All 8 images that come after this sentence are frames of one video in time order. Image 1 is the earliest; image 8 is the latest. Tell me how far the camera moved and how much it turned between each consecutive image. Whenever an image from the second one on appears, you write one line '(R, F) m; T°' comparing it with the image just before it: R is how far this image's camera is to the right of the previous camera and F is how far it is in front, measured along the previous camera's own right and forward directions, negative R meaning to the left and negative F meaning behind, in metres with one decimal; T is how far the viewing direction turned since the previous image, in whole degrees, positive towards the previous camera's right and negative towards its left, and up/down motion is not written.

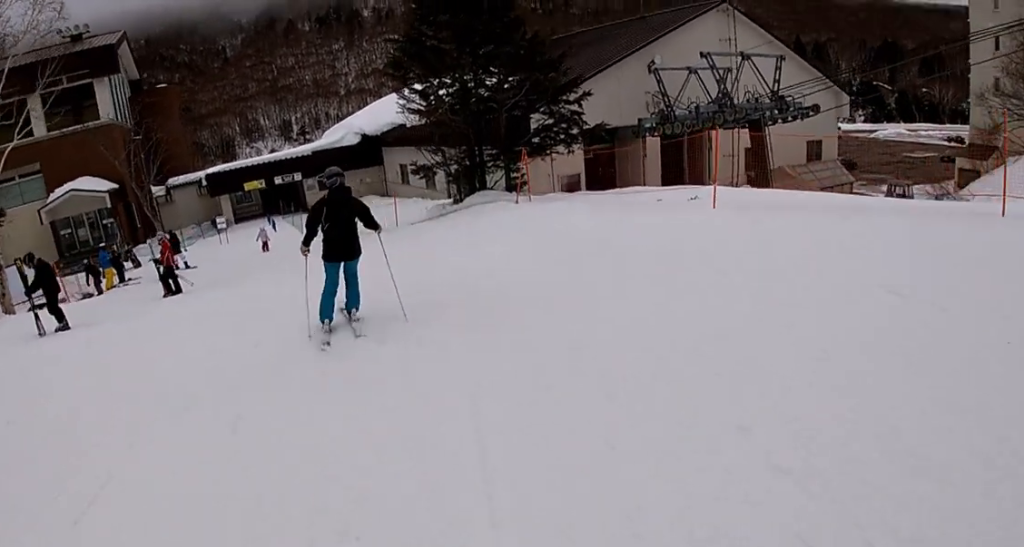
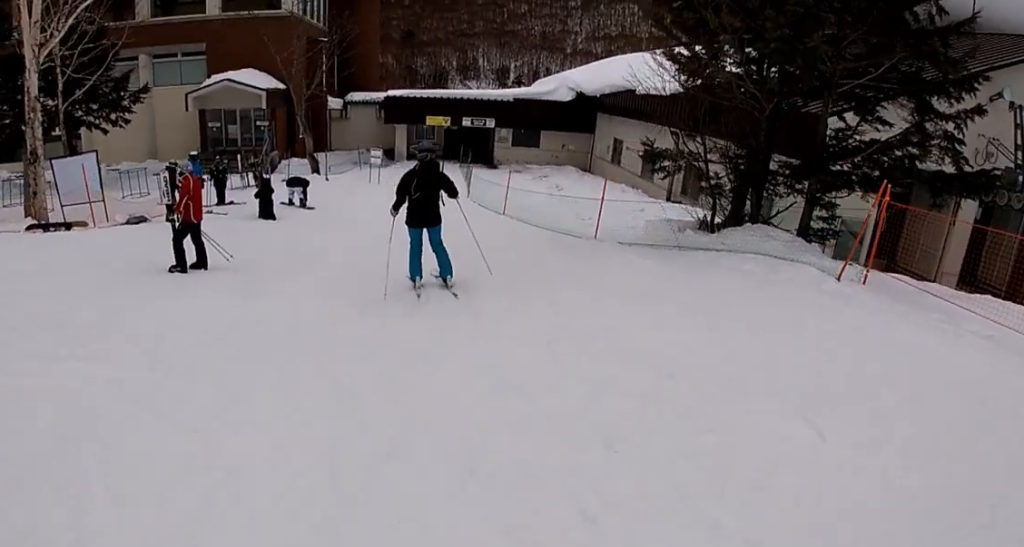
(-0.8, +7.3) m; -19°
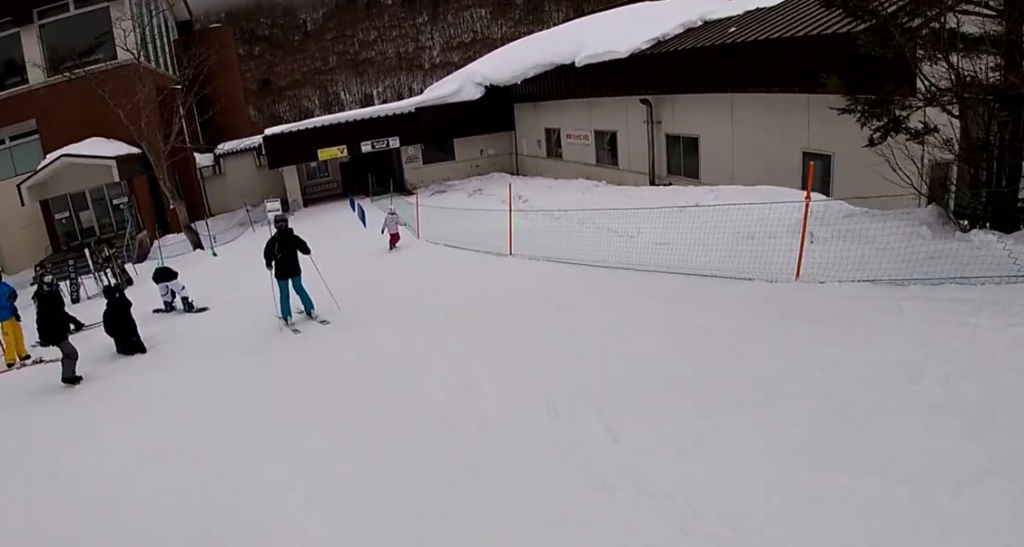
(+0.8, +7.3) m; +6°
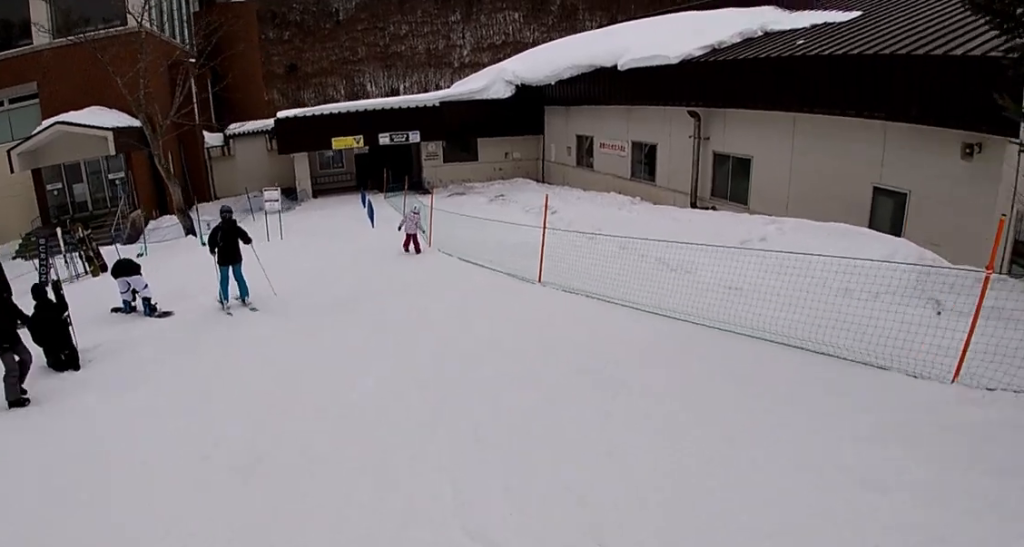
(+0.1, +2.0) m; -1°
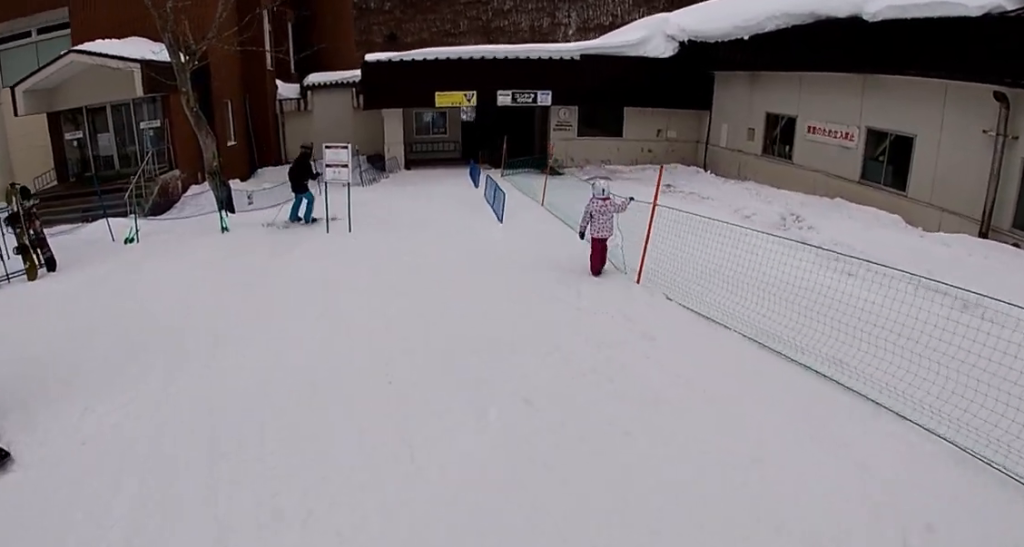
(-0.6, +6.6) m; -4°
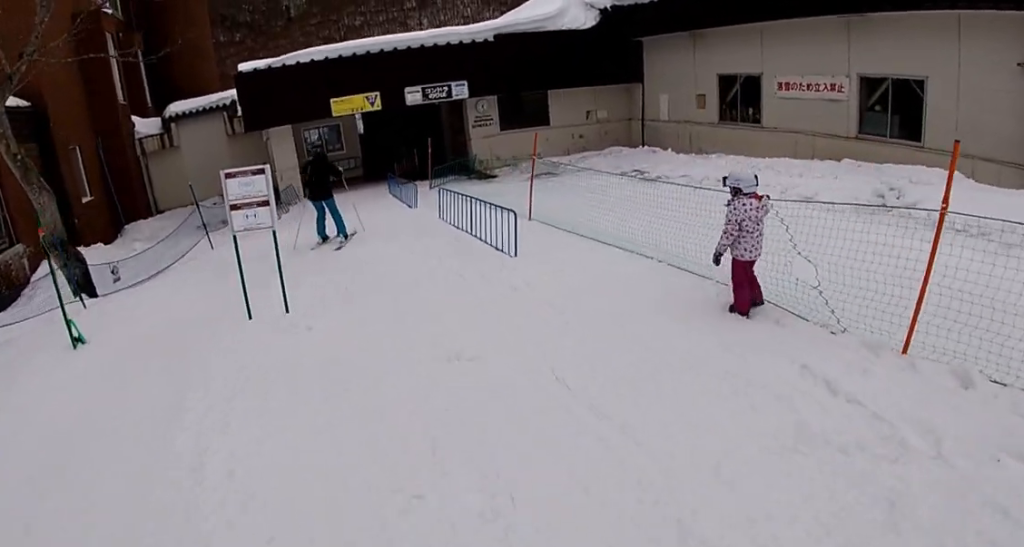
(-0.1, +3.8) m; +10°
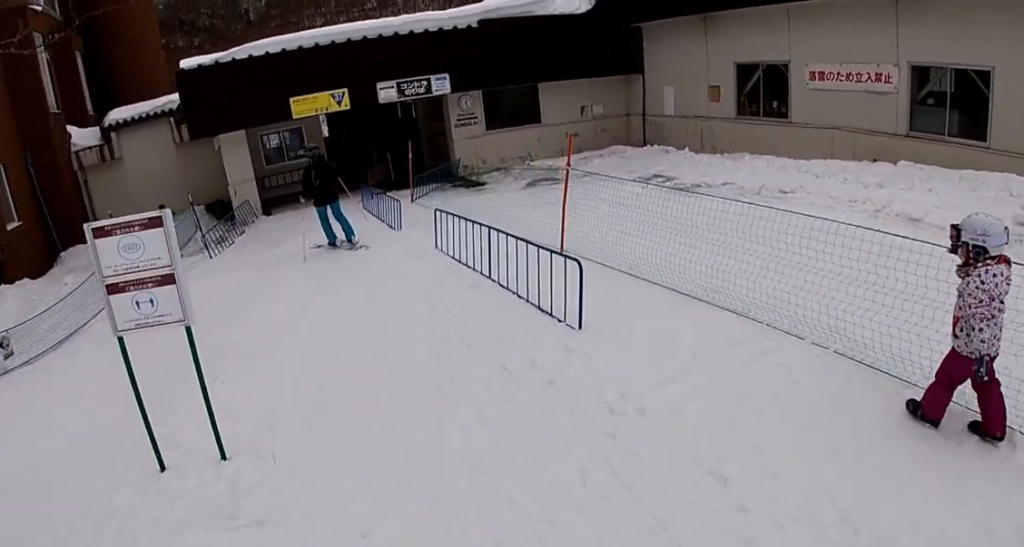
(+0.7, +2.7) m; +7°
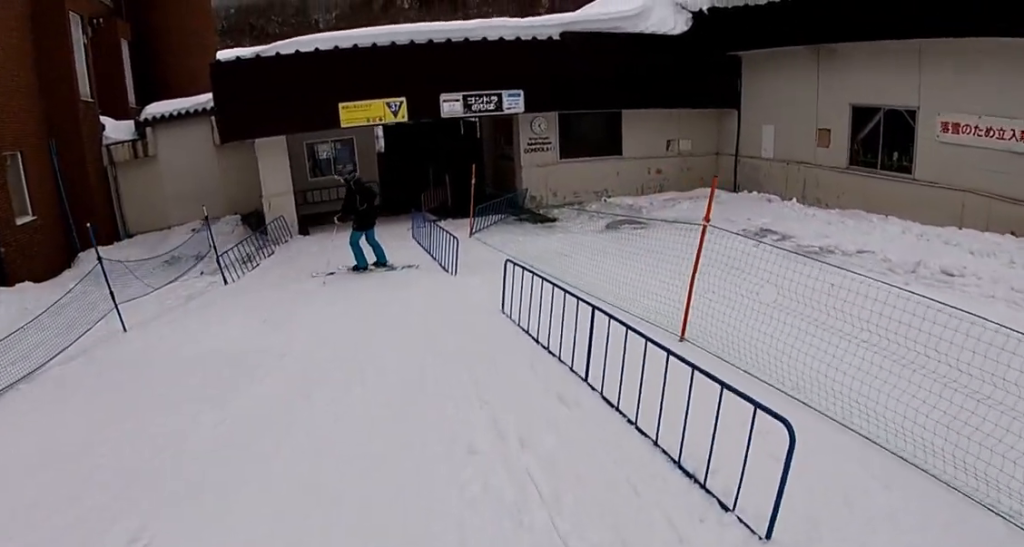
(0.0, +2.1) m; 0°
